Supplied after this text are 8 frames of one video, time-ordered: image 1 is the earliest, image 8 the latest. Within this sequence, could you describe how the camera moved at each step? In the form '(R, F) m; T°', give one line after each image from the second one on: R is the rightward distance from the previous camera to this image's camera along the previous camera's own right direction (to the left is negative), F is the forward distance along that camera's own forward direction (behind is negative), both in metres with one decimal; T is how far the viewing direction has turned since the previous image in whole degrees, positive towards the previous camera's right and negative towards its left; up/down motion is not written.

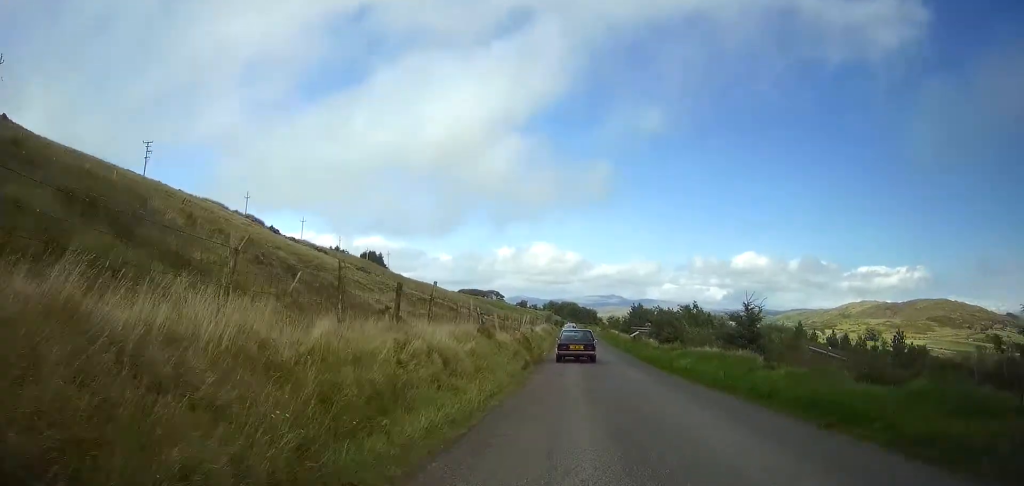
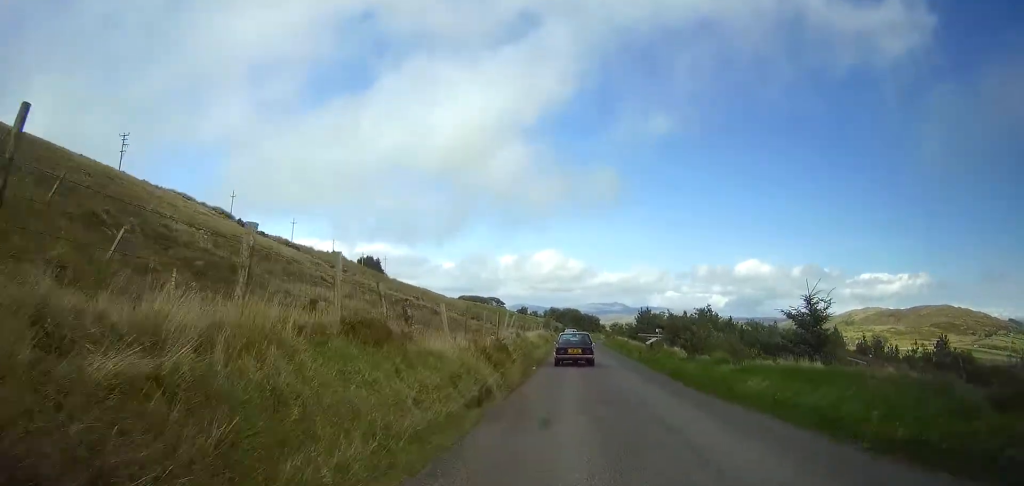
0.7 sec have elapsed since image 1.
(0.0, +10.3) m; 0°
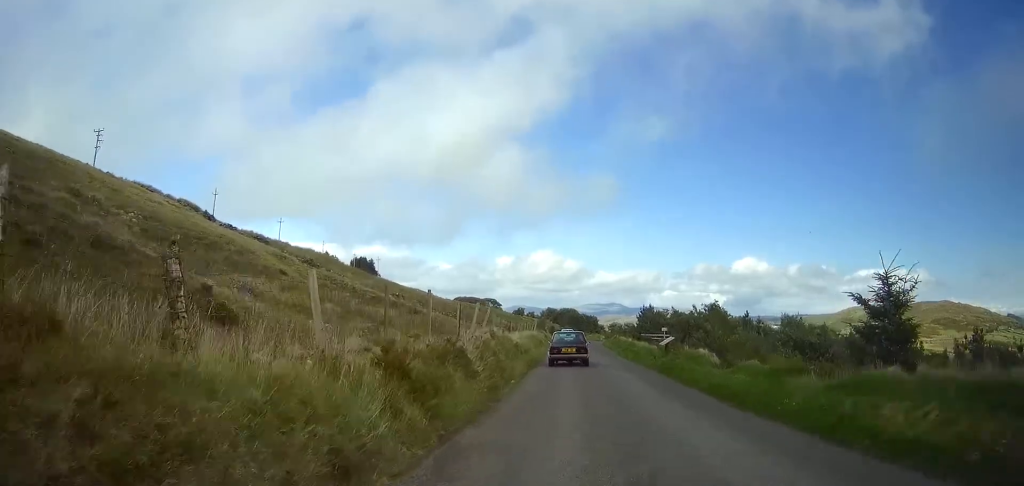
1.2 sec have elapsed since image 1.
(0.0, +7.5) m; 0°
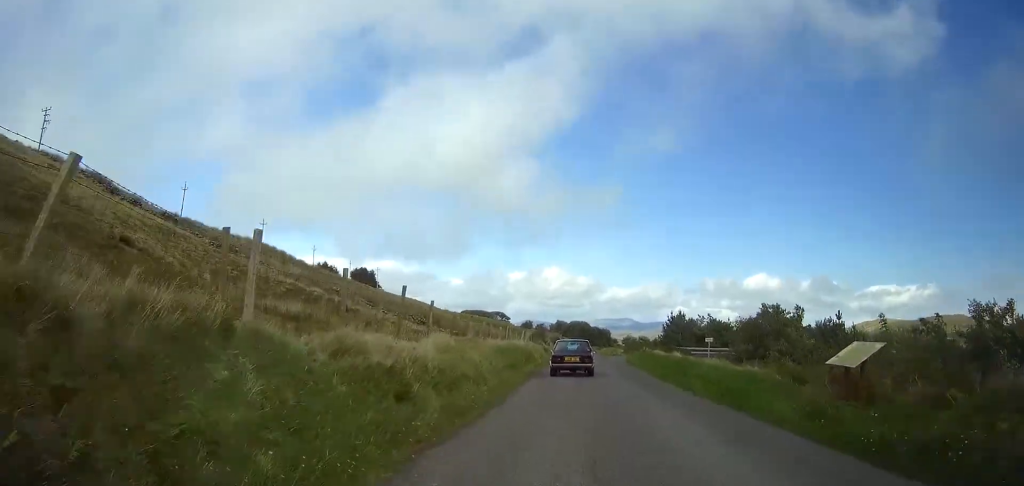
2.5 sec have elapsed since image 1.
(-0.2, +20.0) m; -1°
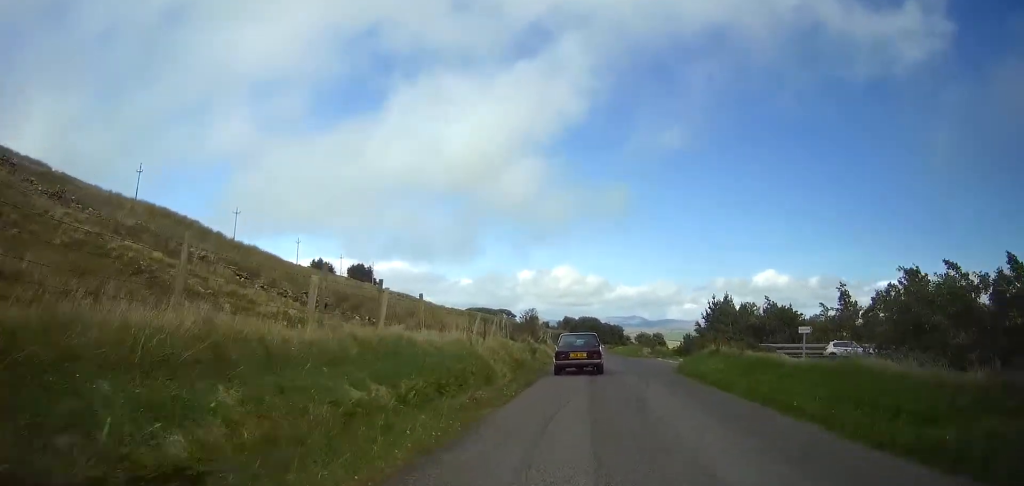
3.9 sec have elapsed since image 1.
(-0.1, +20.6) m; 0°
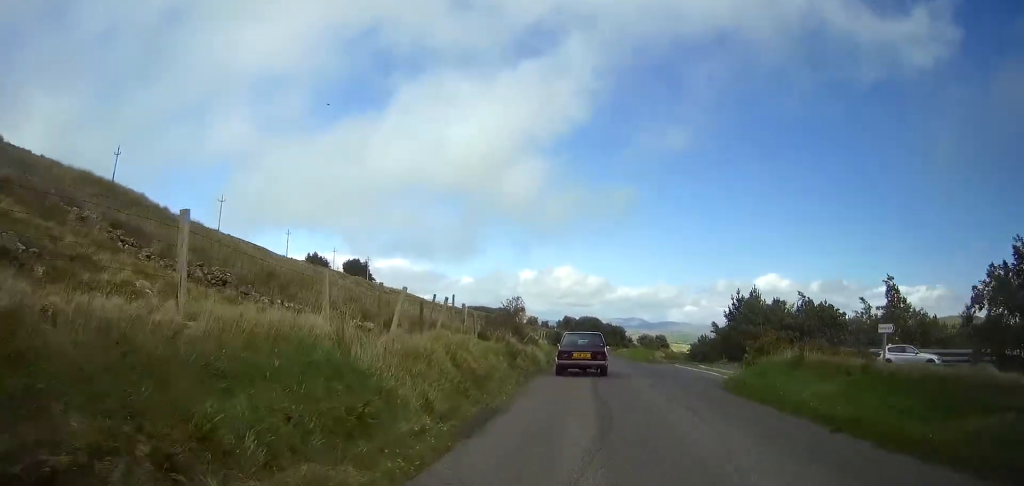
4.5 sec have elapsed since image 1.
(0.0, +8.7) m; 0°
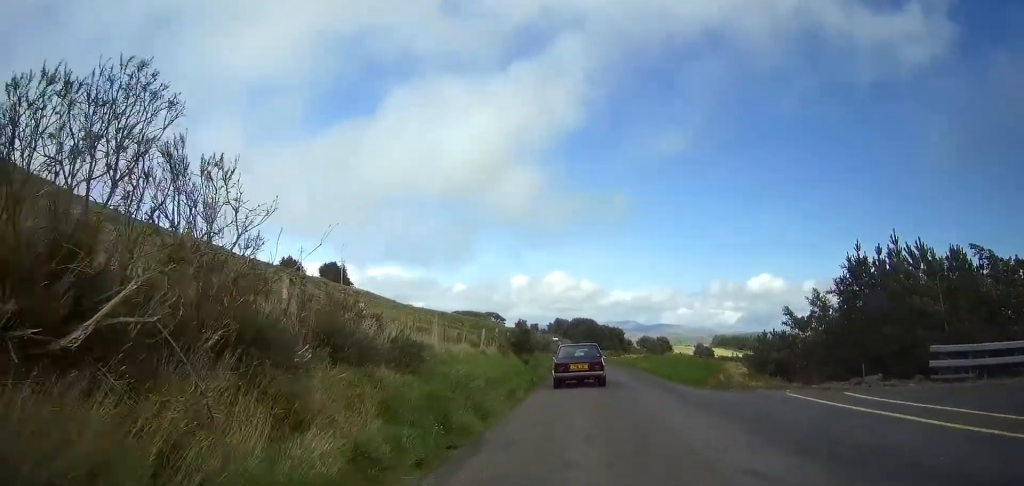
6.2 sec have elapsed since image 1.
(+0.1, +23.7) m; 0°
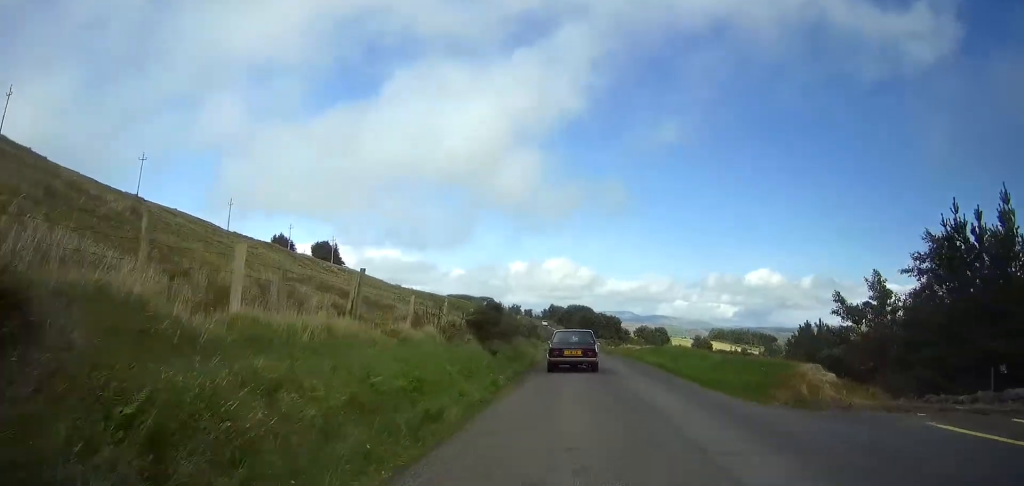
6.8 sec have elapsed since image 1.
(0.0, +8.6) m; 0°
